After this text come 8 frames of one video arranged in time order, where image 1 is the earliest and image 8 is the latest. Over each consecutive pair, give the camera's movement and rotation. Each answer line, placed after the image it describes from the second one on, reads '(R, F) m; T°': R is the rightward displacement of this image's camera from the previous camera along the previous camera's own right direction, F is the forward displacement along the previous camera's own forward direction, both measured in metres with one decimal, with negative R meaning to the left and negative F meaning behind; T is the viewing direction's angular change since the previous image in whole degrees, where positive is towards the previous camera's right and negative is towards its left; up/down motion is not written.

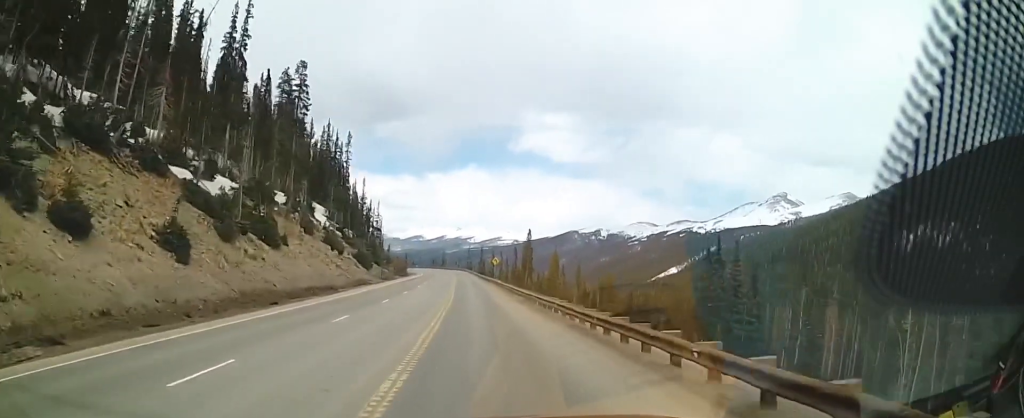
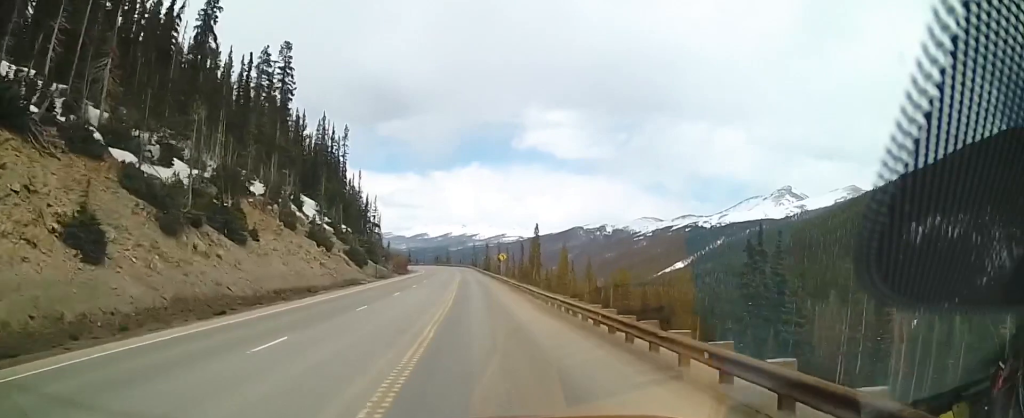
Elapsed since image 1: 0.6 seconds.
(-0.1, +8.5) m; -1°
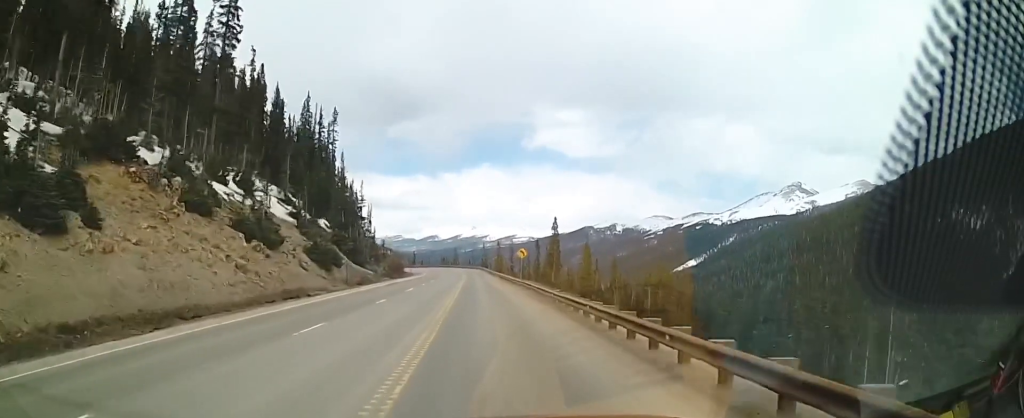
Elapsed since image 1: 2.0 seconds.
(-0.6, +21.8) m; -2°
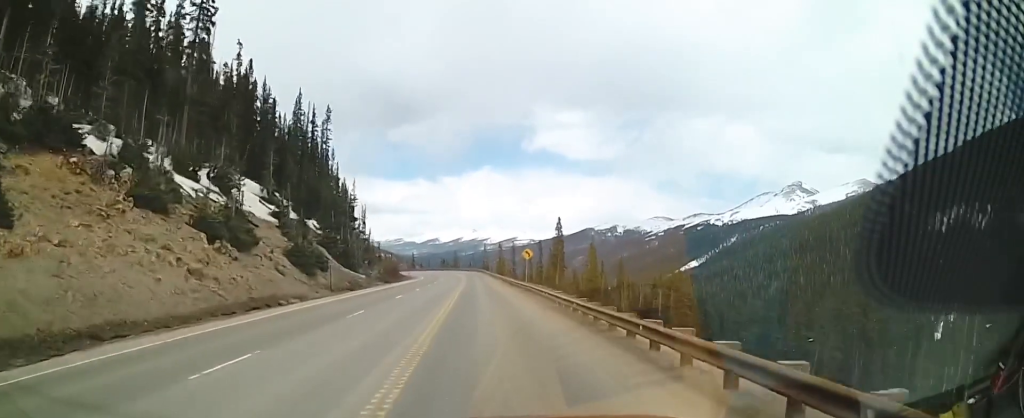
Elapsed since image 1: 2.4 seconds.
(0.0, +6.2) m; +1°
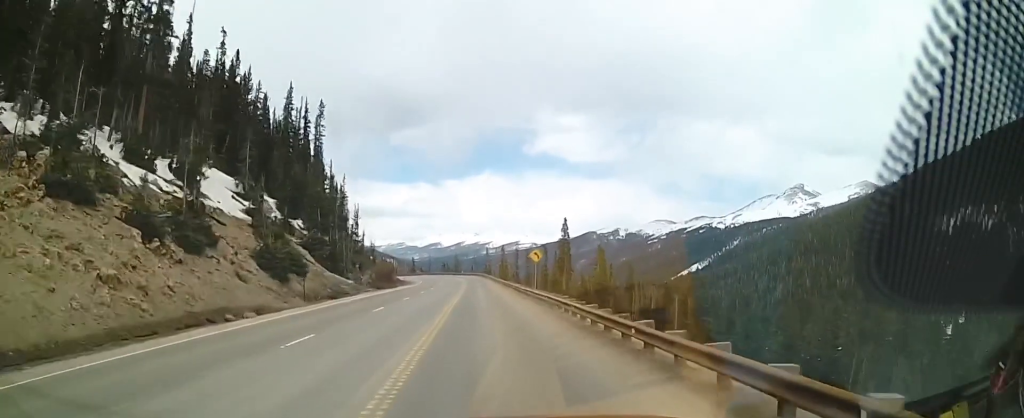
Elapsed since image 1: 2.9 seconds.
(-0.1, +7.7) m; +1°
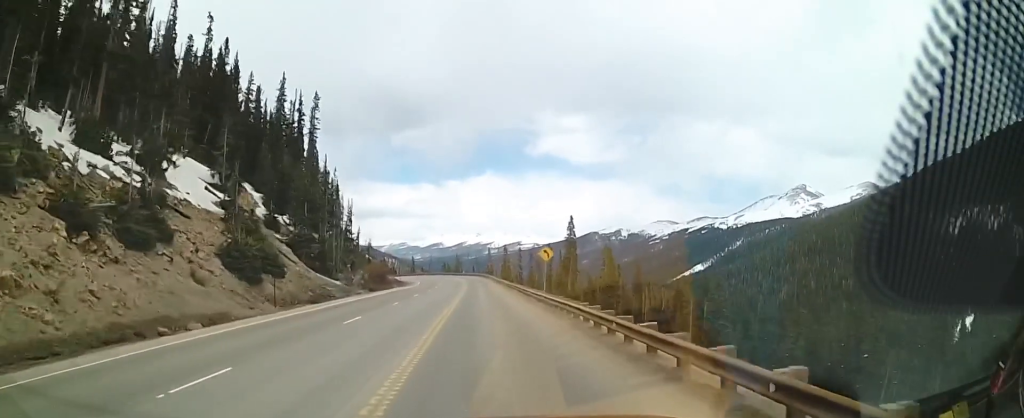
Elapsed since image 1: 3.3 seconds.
(+0.1, +6.3) m; 0°
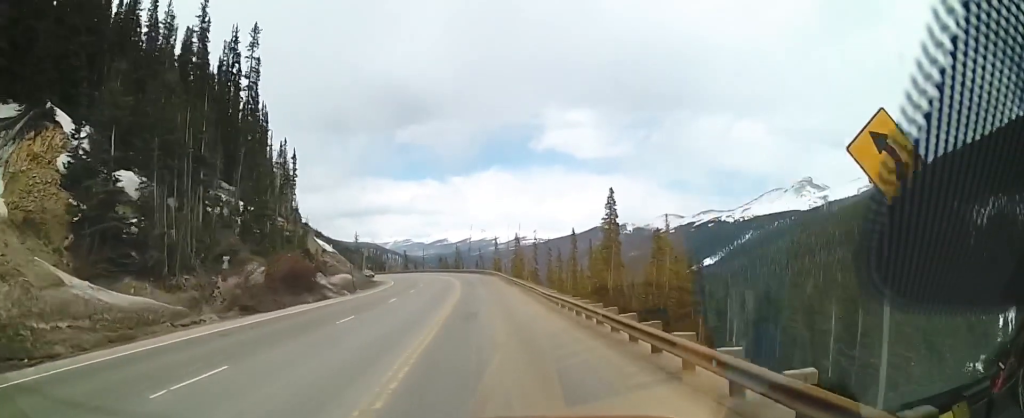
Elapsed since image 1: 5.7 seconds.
(-0.7, +38.1) m; -2°
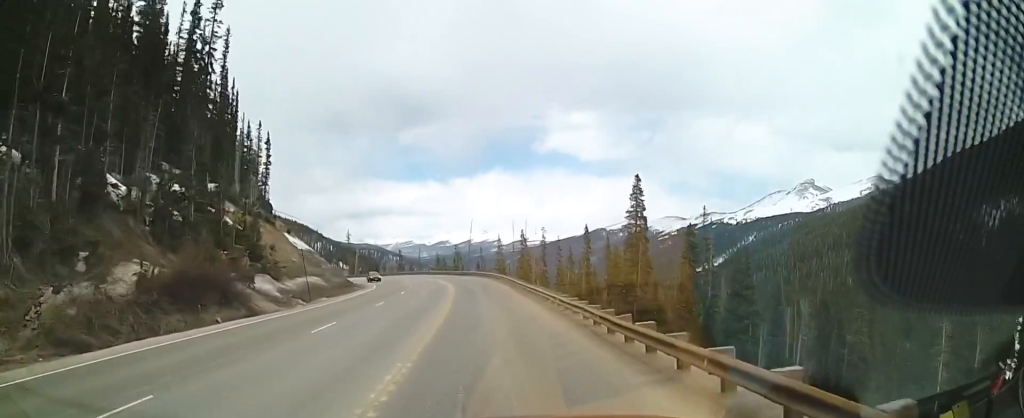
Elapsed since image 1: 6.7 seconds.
(+0.1, +15.9) m; -2°
